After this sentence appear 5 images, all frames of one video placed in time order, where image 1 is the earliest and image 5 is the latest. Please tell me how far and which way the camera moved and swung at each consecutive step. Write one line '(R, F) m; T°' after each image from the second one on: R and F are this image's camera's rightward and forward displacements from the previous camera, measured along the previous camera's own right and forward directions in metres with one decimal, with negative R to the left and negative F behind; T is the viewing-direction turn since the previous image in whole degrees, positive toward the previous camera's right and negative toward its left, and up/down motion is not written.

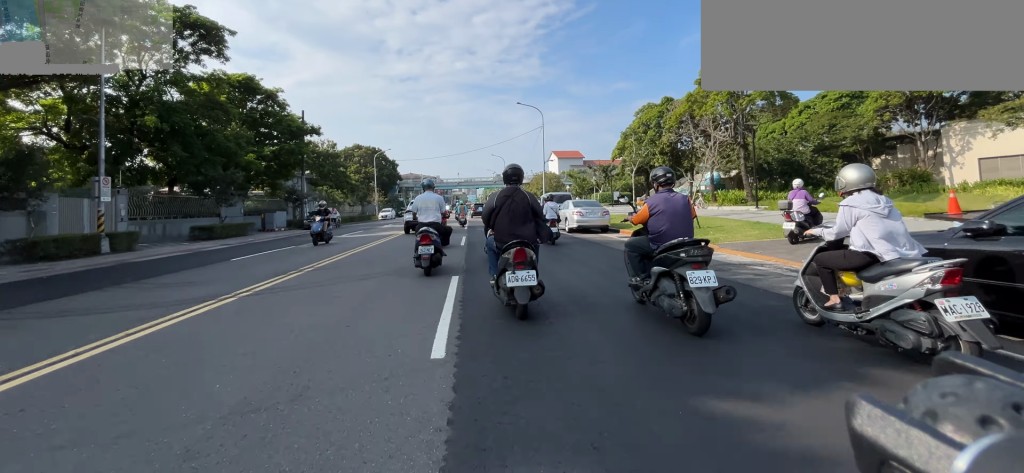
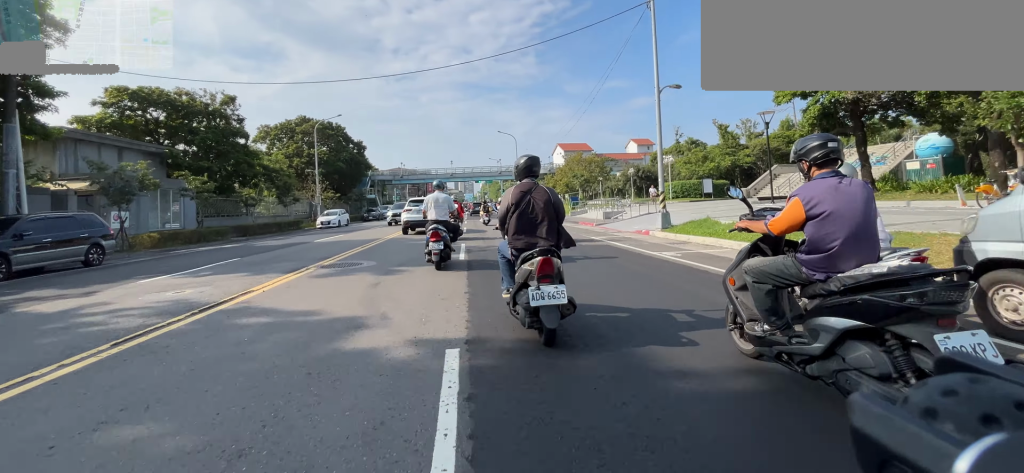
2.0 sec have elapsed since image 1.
(+0.1, +24.6) m; 0°
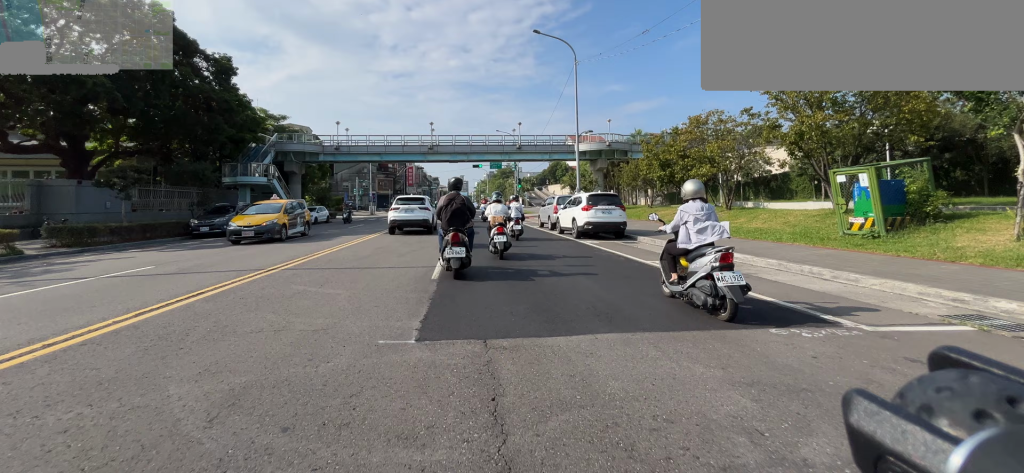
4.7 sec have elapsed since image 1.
(-0.1, +33.6) m; 0°
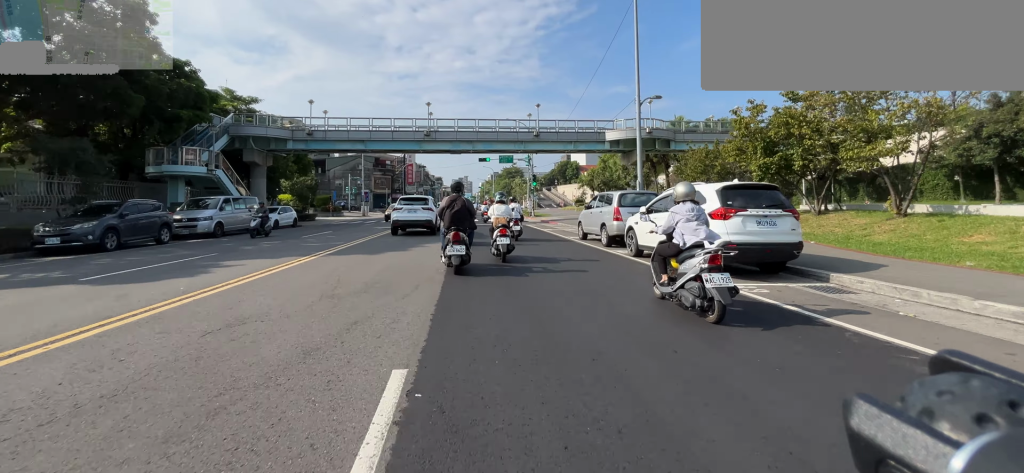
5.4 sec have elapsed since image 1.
(0.0, +8.0) m; 0°
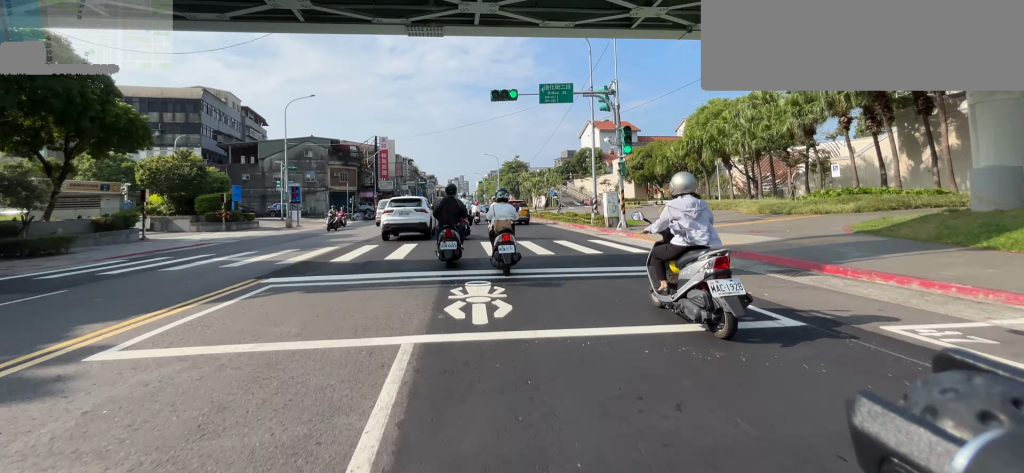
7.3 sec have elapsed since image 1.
(0.0, +24.7) m; -1°
